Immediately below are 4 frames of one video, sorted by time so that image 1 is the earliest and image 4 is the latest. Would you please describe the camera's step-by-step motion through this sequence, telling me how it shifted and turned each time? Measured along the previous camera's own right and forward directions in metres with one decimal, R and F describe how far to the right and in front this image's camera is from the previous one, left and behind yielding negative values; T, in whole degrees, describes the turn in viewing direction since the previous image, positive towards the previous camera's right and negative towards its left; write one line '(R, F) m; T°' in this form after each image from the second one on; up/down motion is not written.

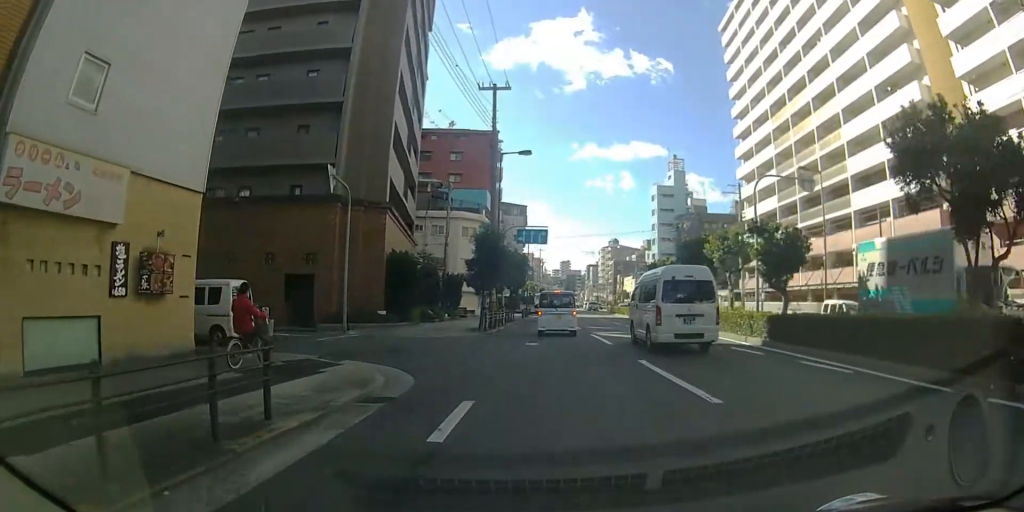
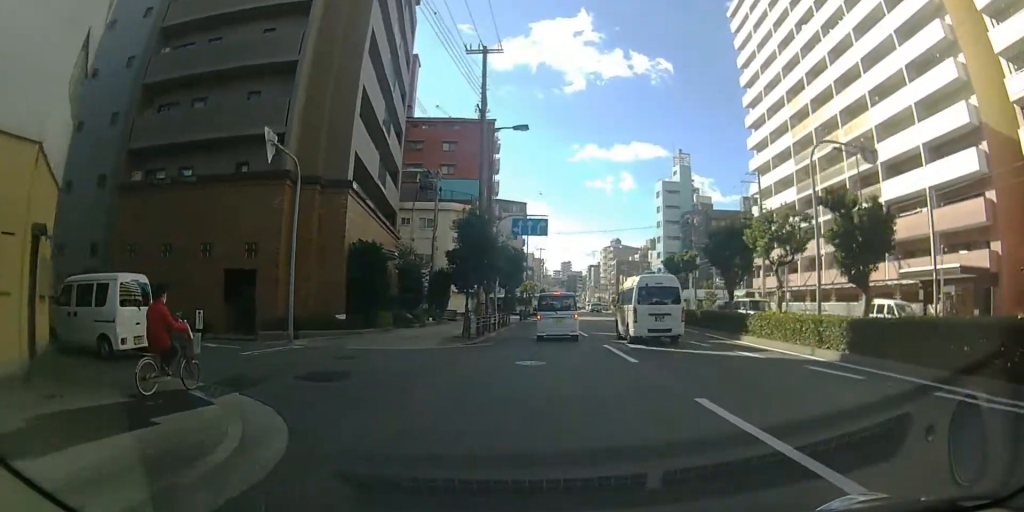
(-0.5, +4.5) m; -1°
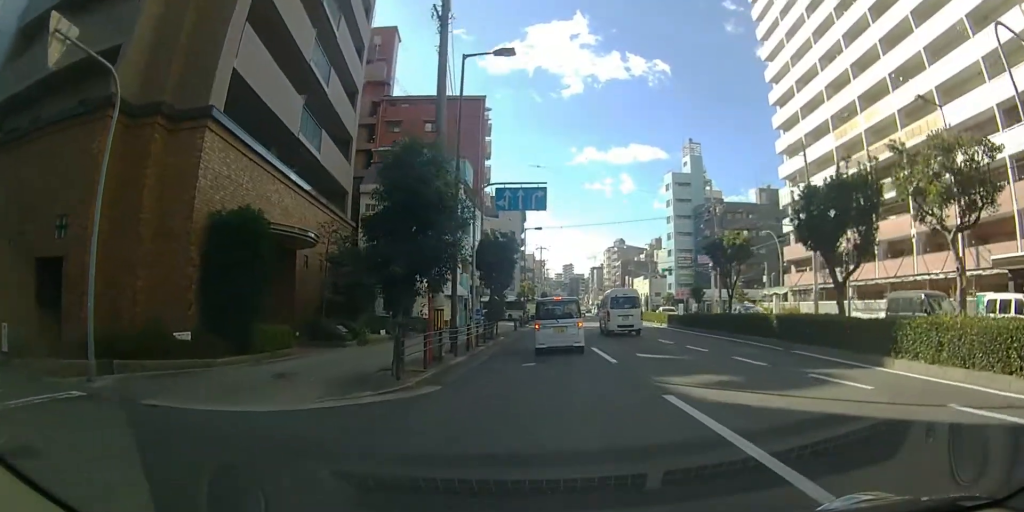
(+0.2, +9.3) m; +6°
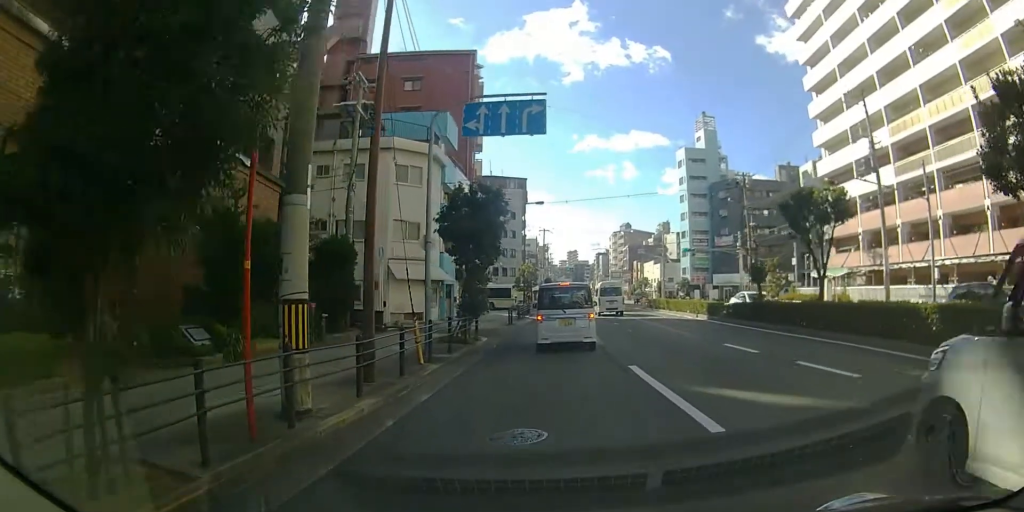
(+0.4, +8.6) m; +1°
